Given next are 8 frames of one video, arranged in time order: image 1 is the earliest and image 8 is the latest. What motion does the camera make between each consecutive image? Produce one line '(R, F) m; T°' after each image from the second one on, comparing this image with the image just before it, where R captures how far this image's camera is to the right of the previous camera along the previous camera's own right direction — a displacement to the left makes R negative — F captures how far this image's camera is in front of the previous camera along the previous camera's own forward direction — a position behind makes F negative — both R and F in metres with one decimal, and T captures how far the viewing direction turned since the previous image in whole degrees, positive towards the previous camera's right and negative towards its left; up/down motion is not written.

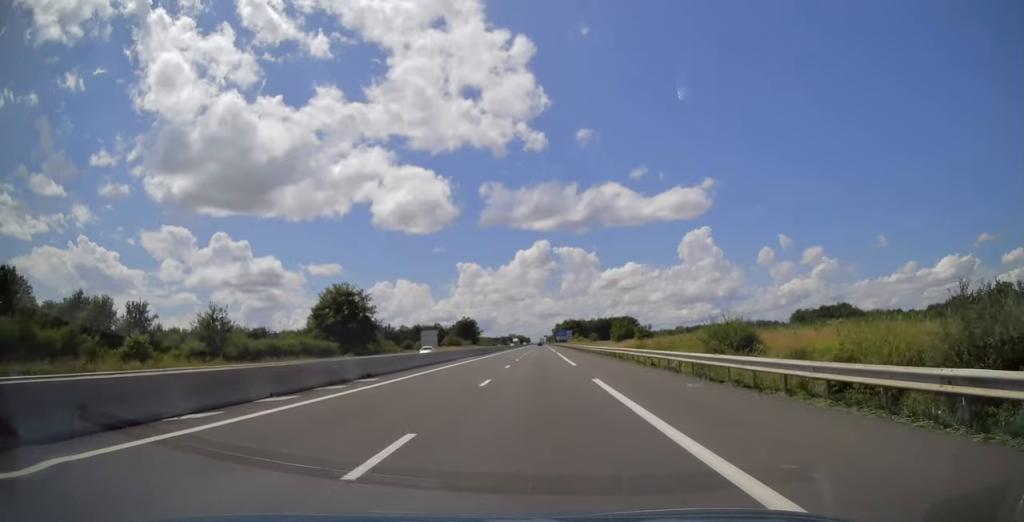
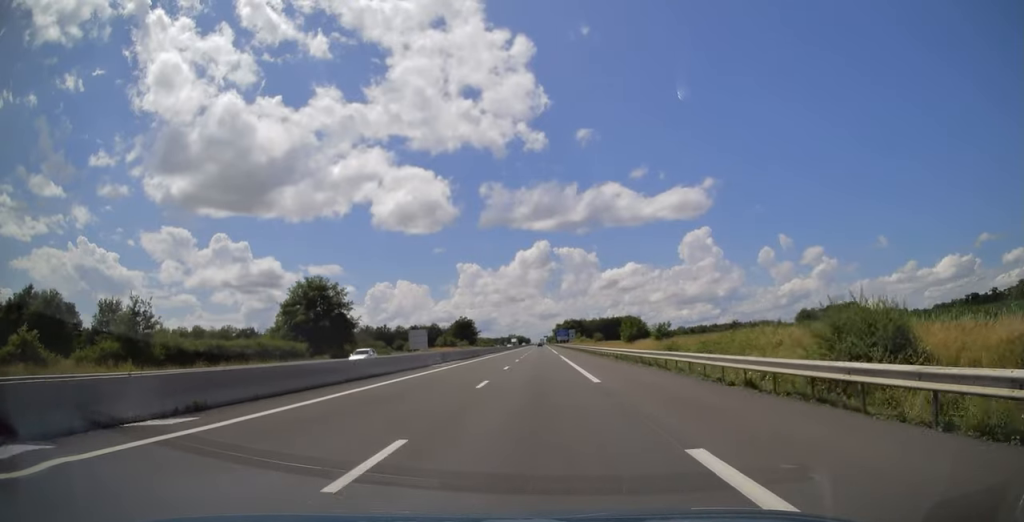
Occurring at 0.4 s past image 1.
(0.0, +13.3) m; 0°
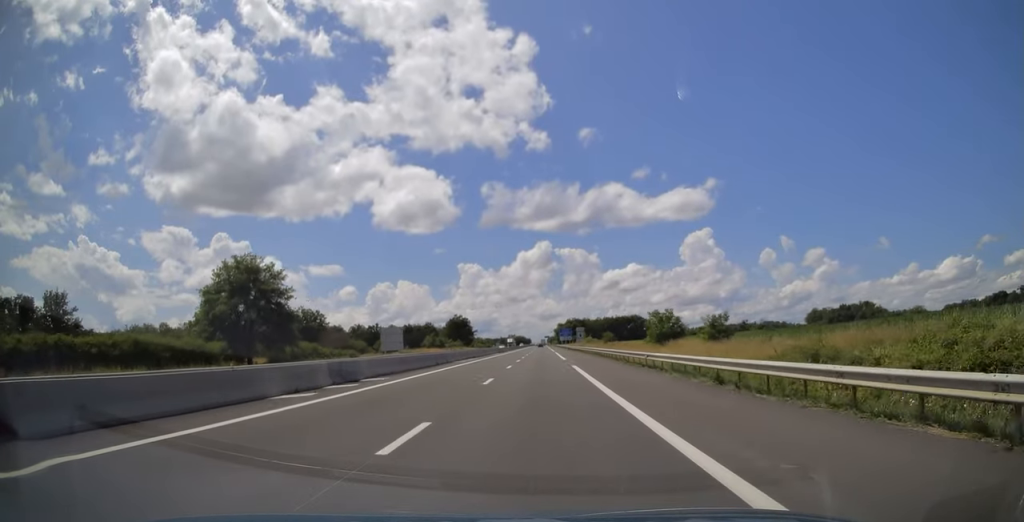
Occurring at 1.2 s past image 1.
(0.0, +23.6) m; 0°
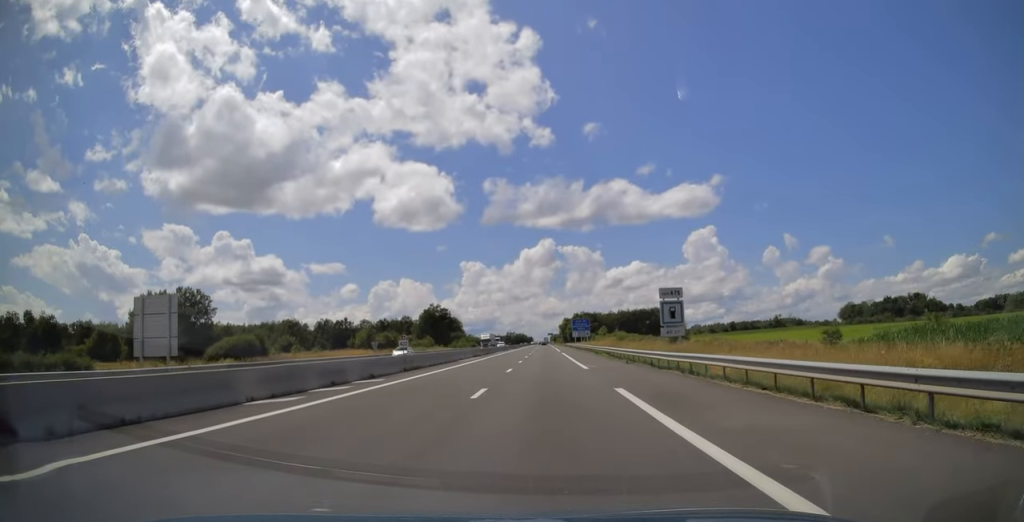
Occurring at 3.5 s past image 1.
(0.0, +69.7) m; 0°
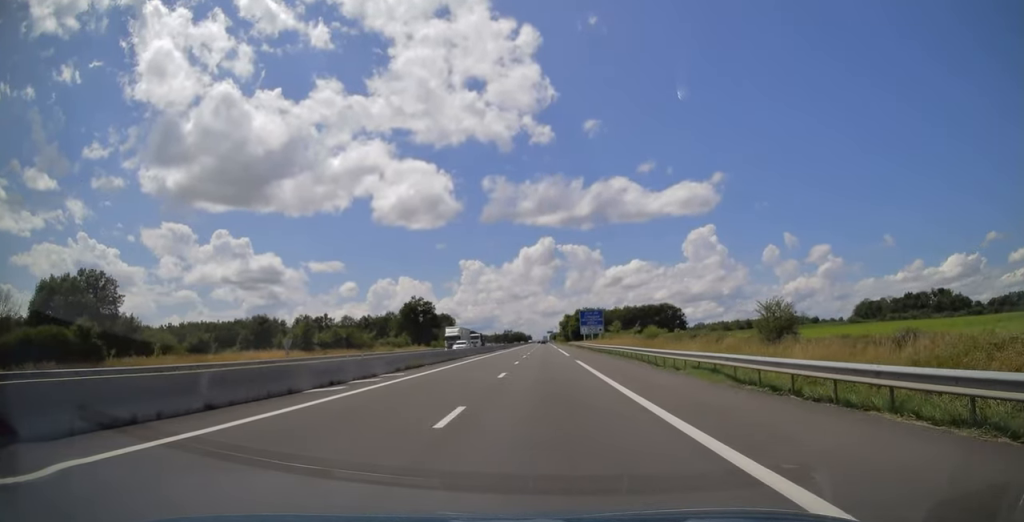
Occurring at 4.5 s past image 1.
(0.0, +30.8) m; 0°
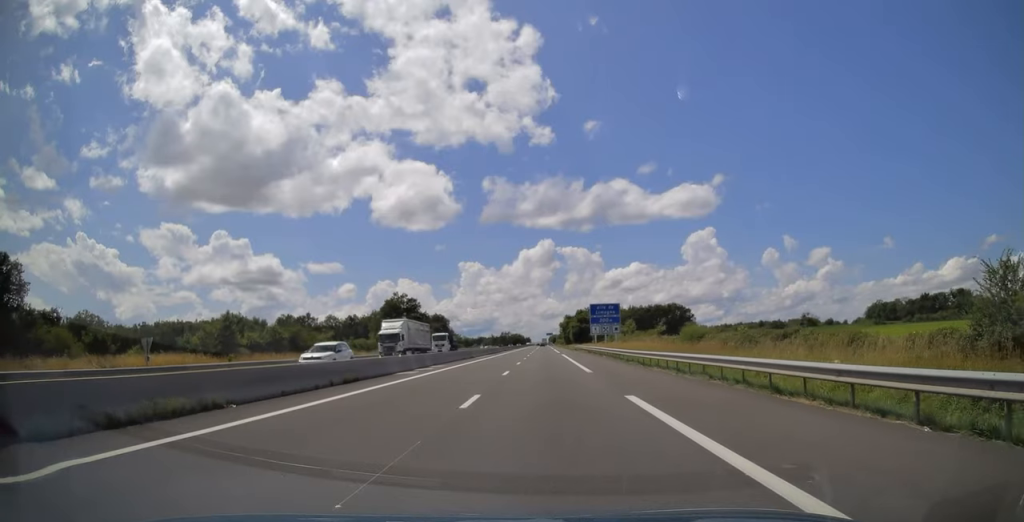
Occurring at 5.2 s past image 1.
(0.0, +22.6) m; 0°
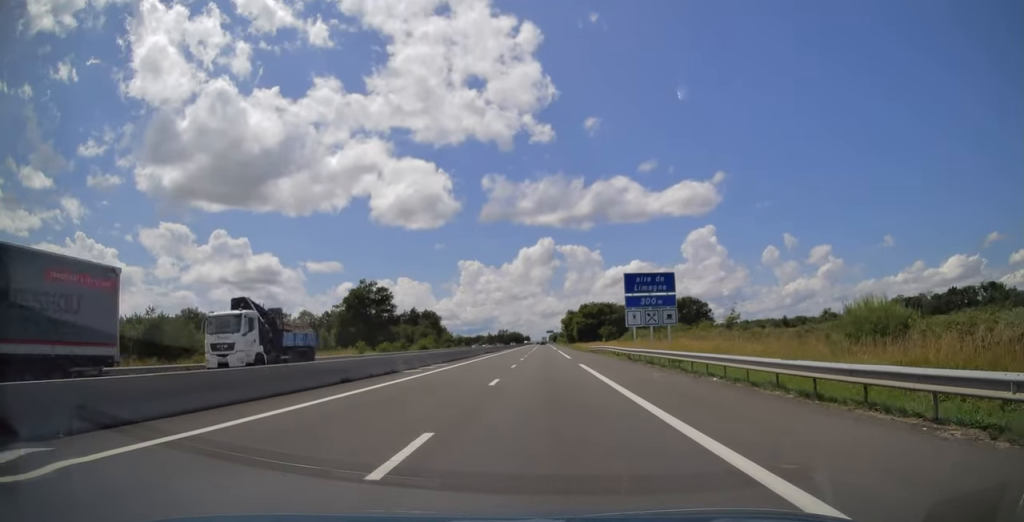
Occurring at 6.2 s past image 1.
(+0.1, +32.3) m; 0°
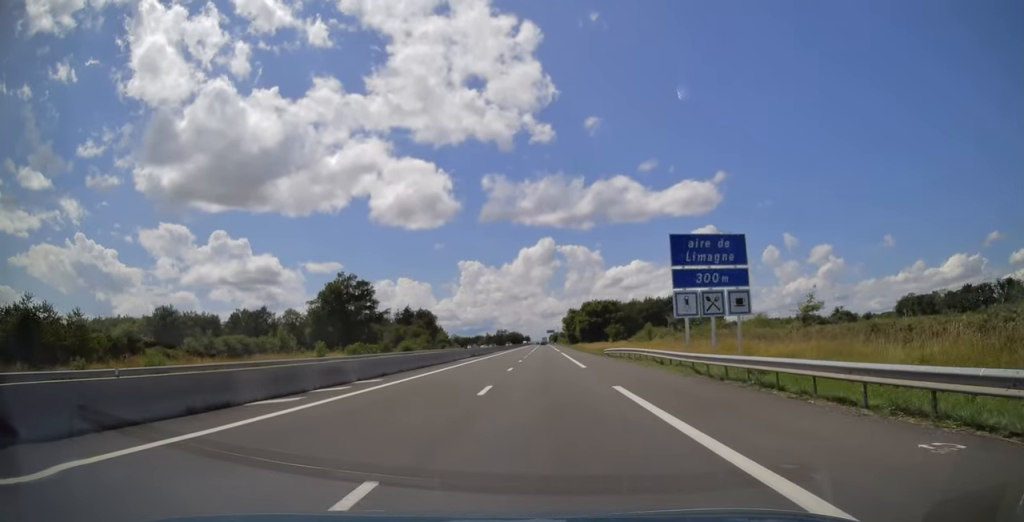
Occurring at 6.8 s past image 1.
(0.0, +15.9) m; 0°
